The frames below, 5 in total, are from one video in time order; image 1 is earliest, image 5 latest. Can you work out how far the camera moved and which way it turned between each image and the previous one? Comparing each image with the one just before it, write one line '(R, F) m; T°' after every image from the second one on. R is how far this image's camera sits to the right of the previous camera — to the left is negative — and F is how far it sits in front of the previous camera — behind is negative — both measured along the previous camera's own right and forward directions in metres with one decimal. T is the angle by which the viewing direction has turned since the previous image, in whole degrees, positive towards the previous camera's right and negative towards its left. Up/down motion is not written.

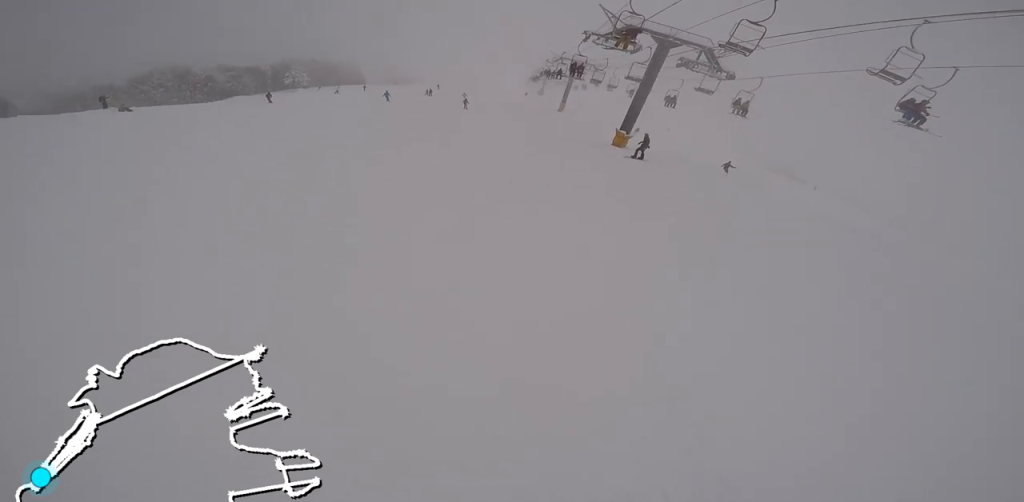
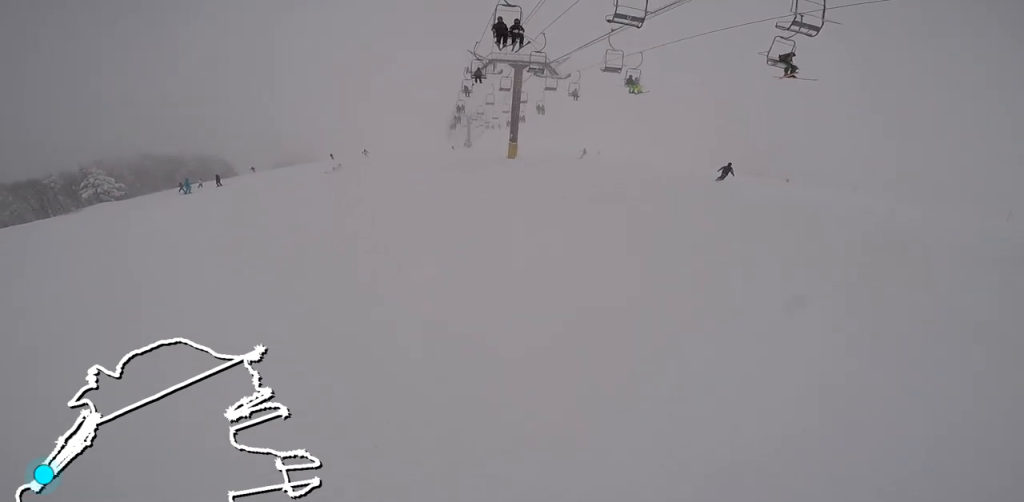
(+1.9, +31.6) m; +5°
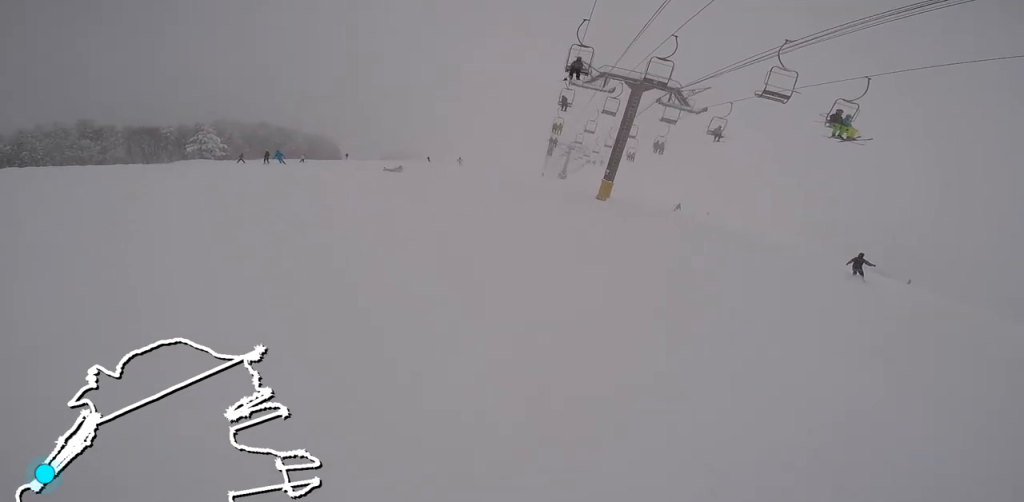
(-0.8, +8.4) m; -9°
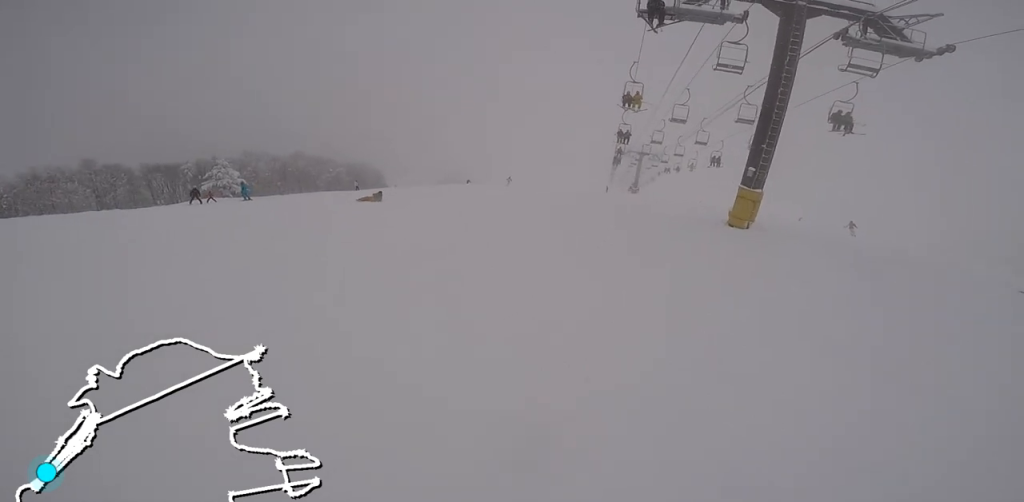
(-2.1, +14.6) m; -7°
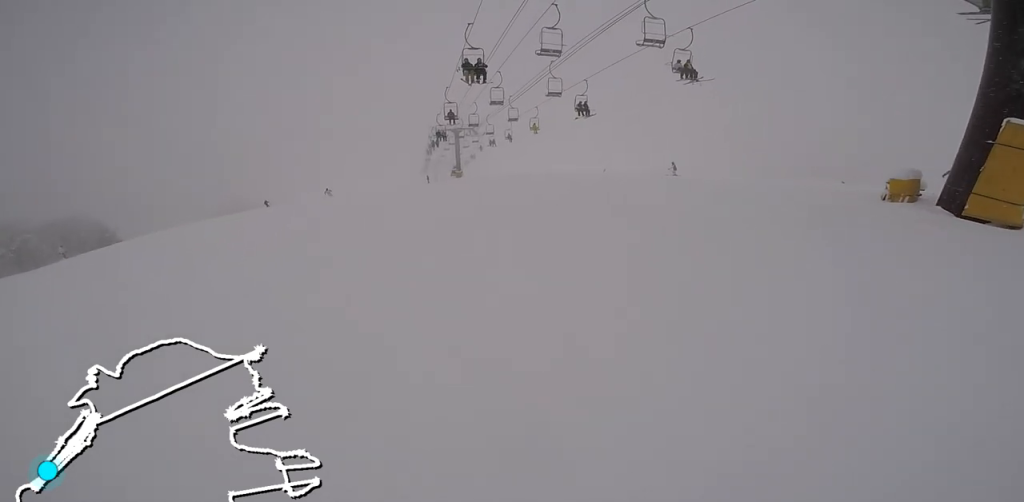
(+1.4, +13.8) m; +12°
